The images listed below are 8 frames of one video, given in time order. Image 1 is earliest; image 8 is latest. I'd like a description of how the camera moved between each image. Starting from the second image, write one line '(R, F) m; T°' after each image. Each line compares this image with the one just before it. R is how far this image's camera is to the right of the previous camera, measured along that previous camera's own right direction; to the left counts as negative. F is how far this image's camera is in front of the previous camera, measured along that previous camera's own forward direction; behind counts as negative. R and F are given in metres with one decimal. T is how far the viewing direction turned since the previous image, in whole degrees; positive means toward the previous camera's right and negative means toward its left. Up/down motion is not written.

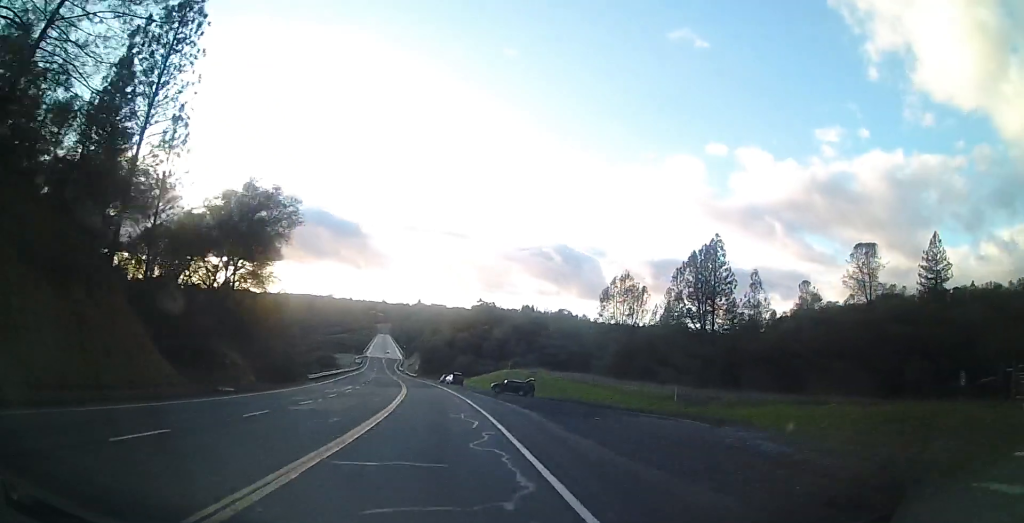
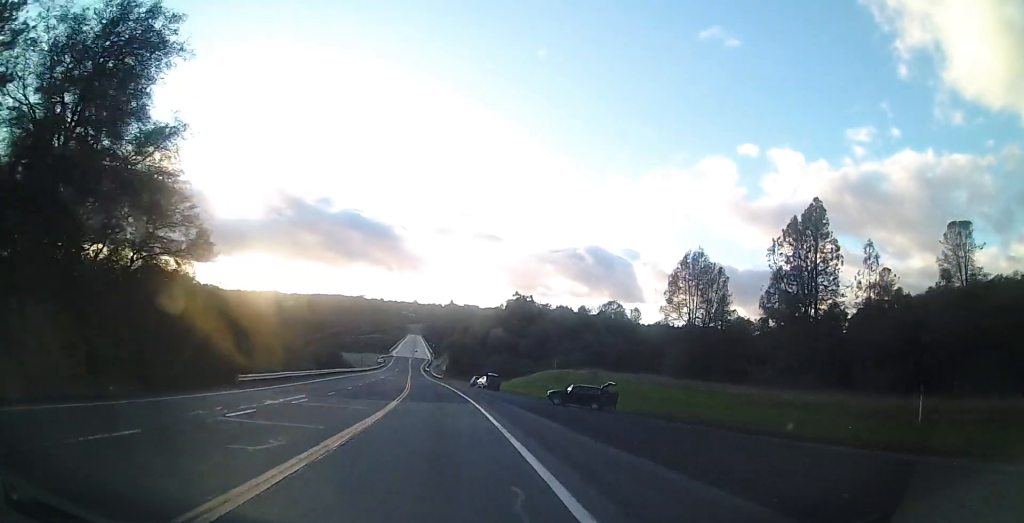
(-0.4, +23.5) m; -3°
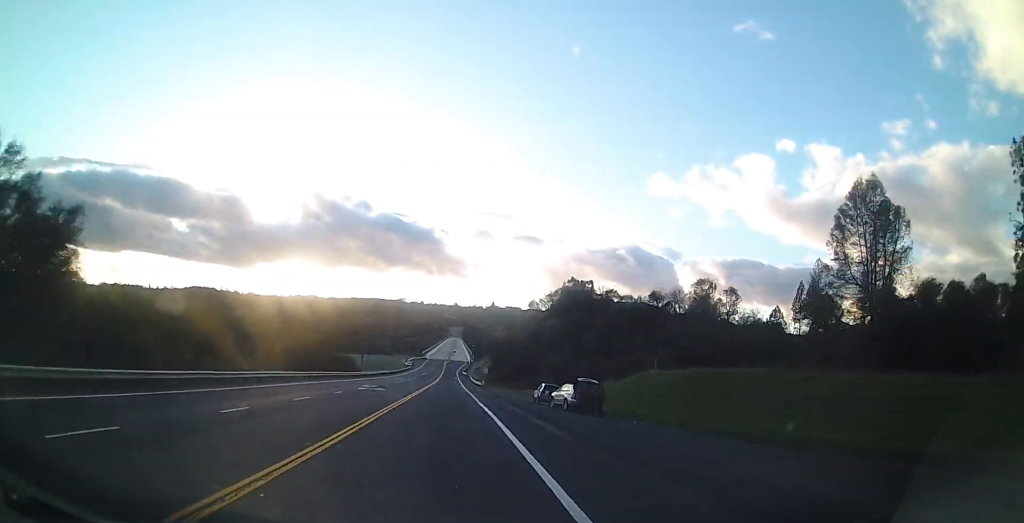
(-2.6, +37.3) m; -7°
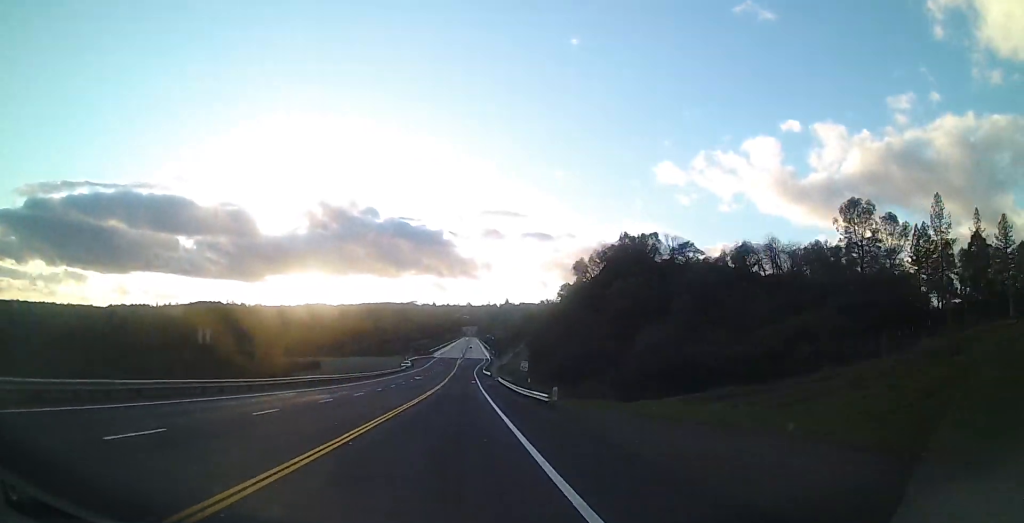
(-2.6, +50.2) m; -4°
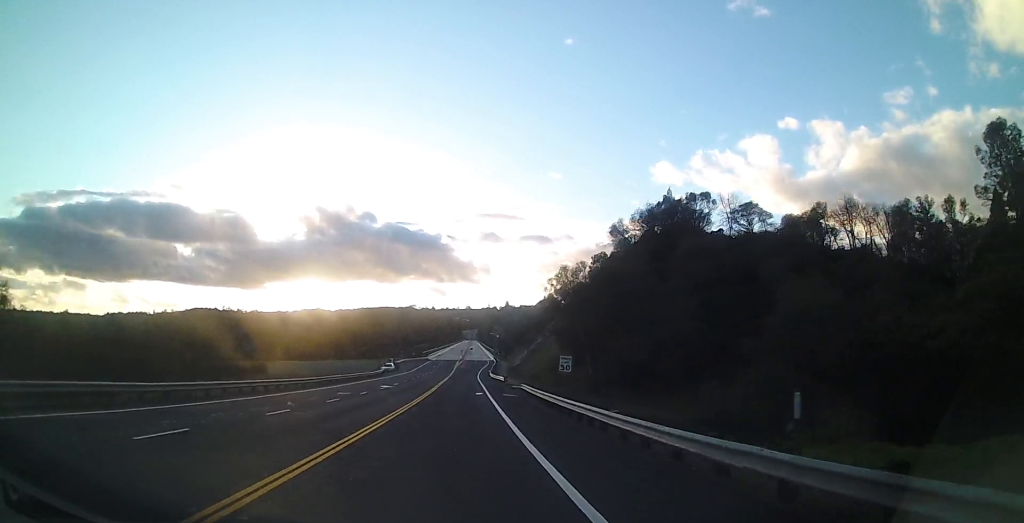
(+0.1, +28.9) m; +1°
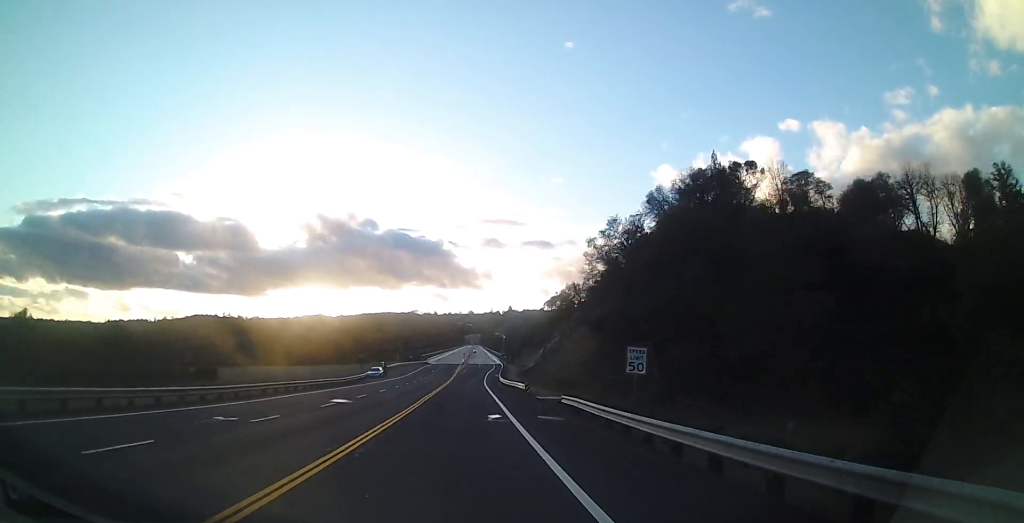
(+0.4, +16.5) m; -1°
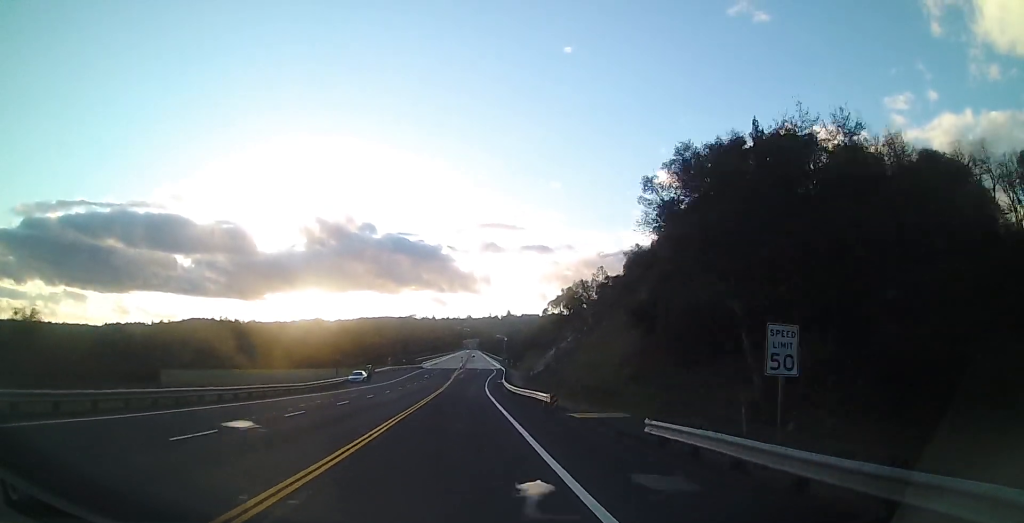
(+0.1, +11.7) m; 0°
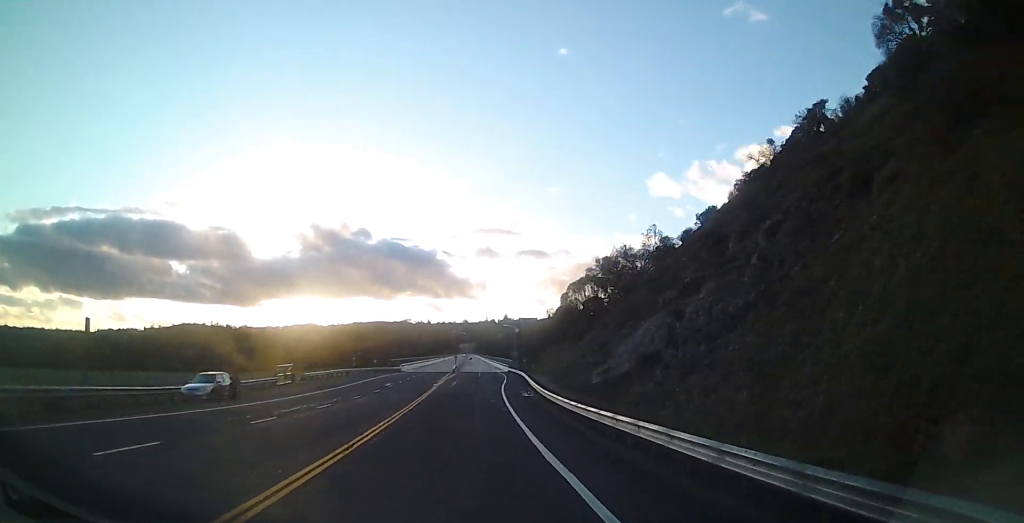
(-0.8, +38.1) m; 0°
